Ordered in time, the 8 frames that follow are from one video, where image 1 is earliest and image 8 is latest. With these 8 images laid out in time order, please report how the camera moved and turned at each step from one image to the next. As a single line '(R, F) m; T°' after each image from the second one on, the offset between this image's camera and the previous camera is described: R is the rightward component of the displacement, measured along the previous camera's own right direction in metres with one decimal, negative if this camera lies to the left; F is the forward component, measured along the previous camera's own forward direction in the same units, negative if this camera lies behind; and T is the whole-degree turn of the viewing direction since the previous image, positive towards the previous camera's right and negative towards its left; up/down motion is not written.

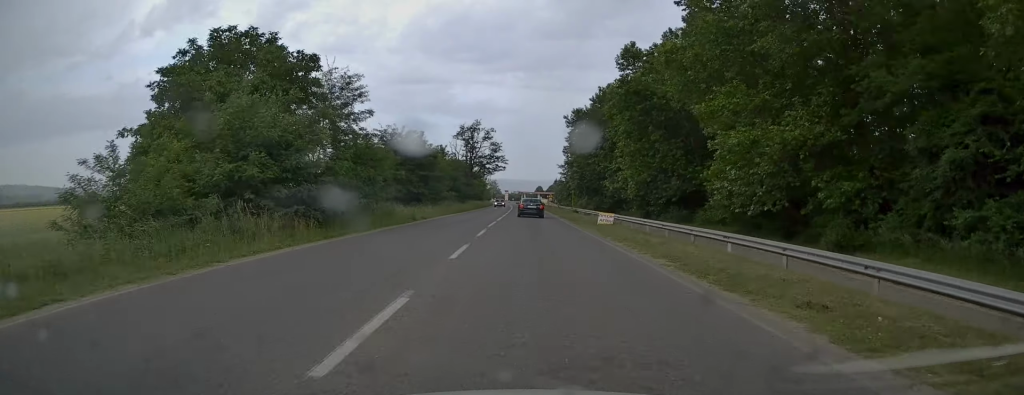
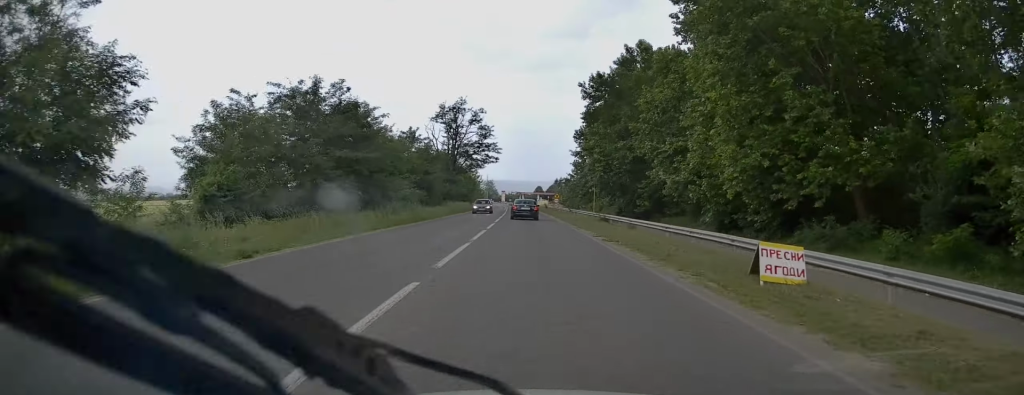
(0.0, +23.4) m; 0°
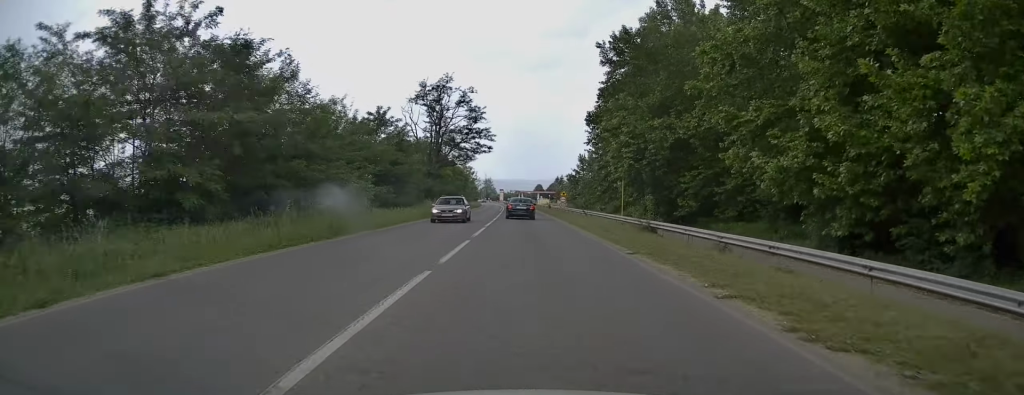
(0.0, +14.4) m; 0°
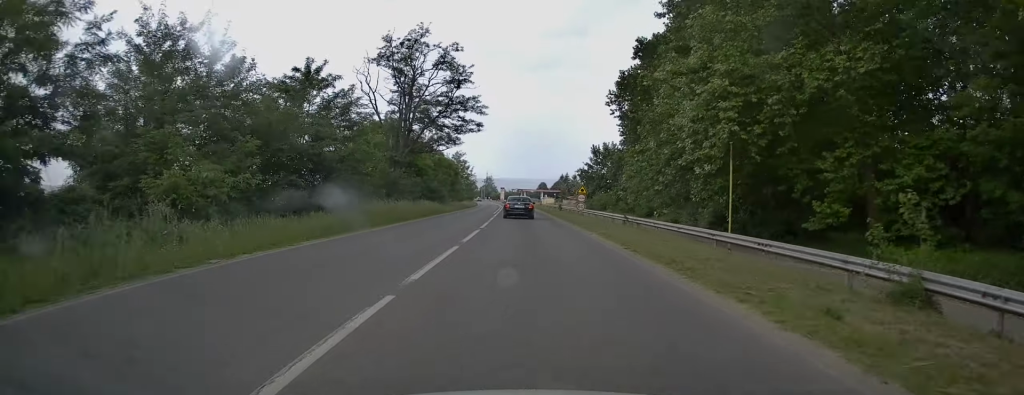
(0.0, +18.4) m; 0°
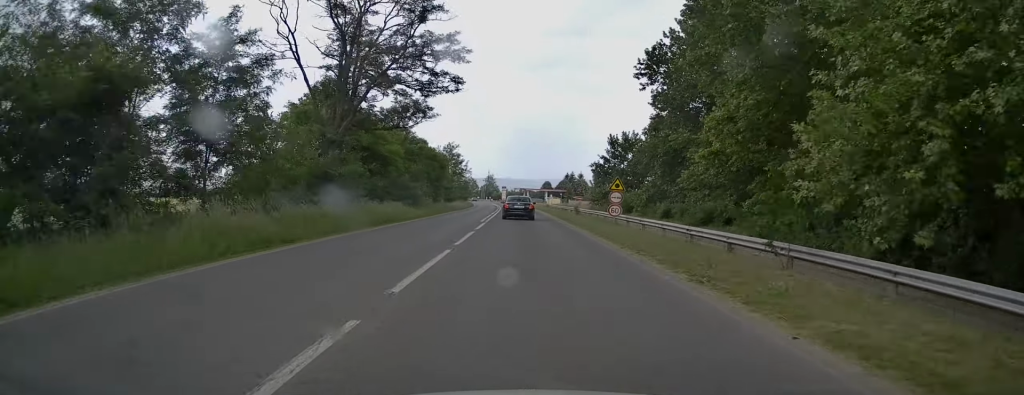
(0.0, +16.7) m; 0°
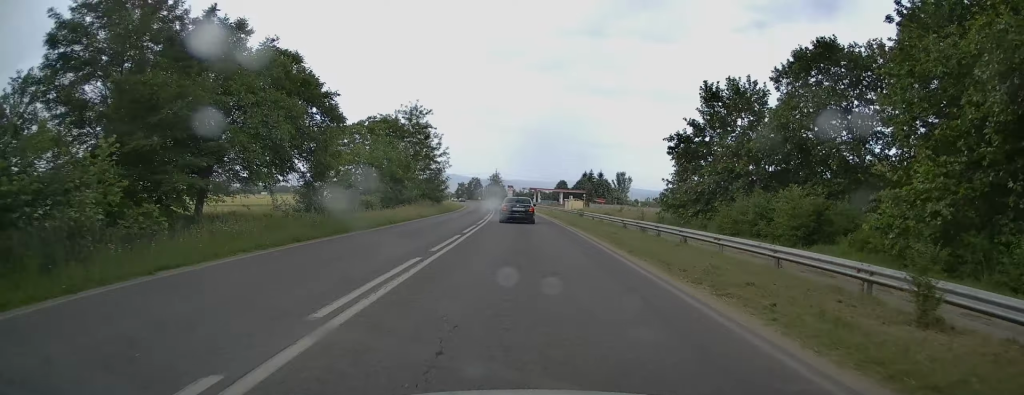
(-0.1, +41.7) m; 0°
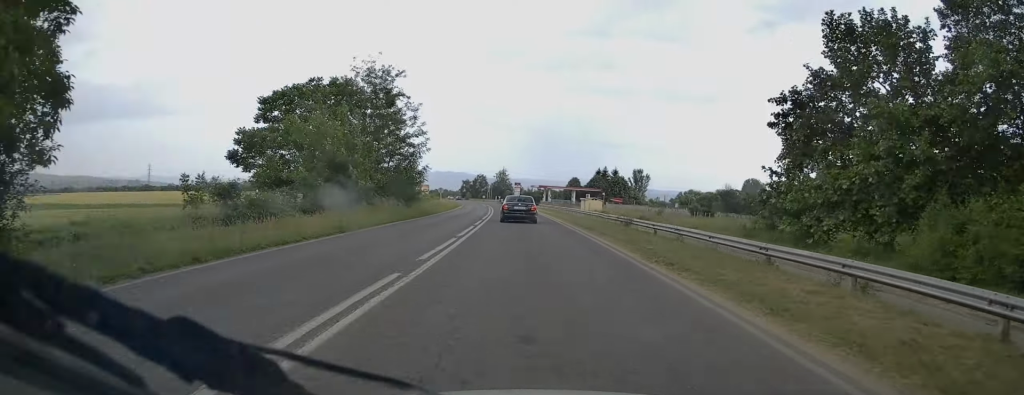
(-0.1, +18.3) m; 0°
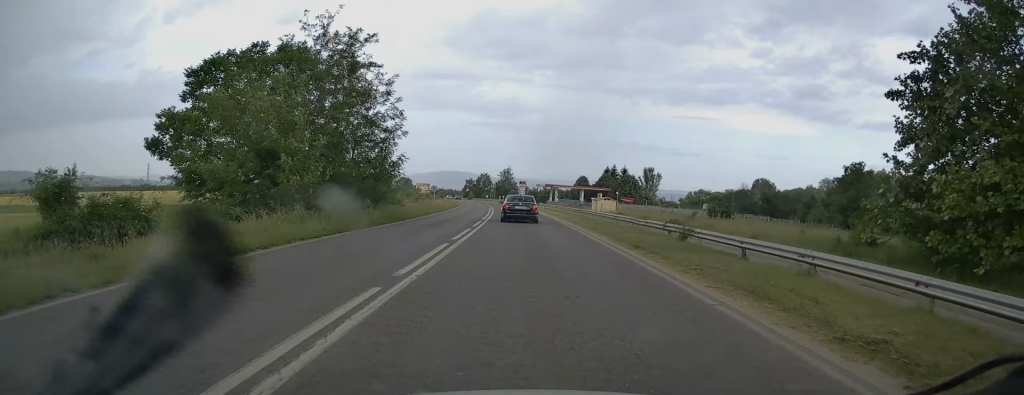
(+0.1, +9.7) m; 0°
